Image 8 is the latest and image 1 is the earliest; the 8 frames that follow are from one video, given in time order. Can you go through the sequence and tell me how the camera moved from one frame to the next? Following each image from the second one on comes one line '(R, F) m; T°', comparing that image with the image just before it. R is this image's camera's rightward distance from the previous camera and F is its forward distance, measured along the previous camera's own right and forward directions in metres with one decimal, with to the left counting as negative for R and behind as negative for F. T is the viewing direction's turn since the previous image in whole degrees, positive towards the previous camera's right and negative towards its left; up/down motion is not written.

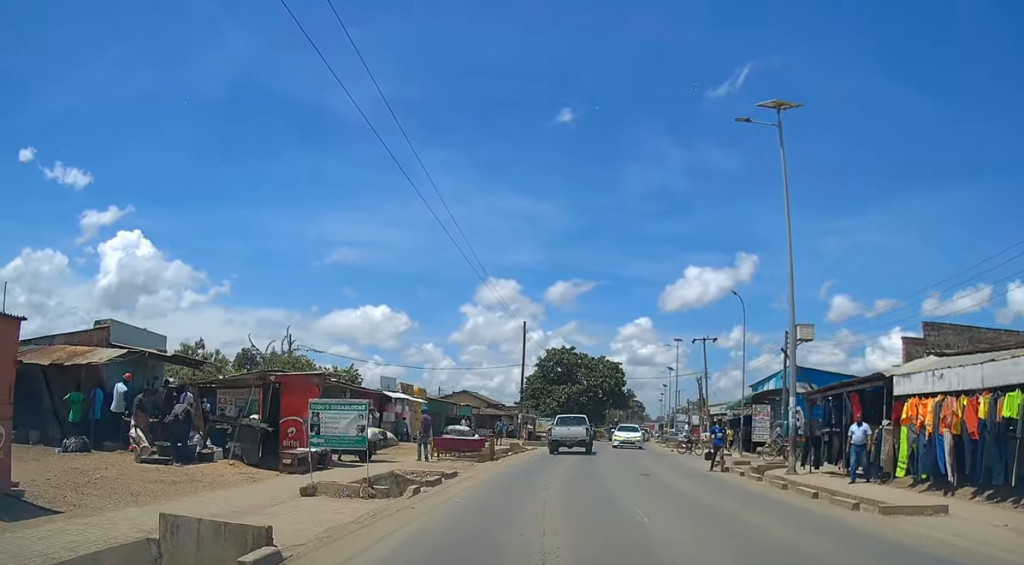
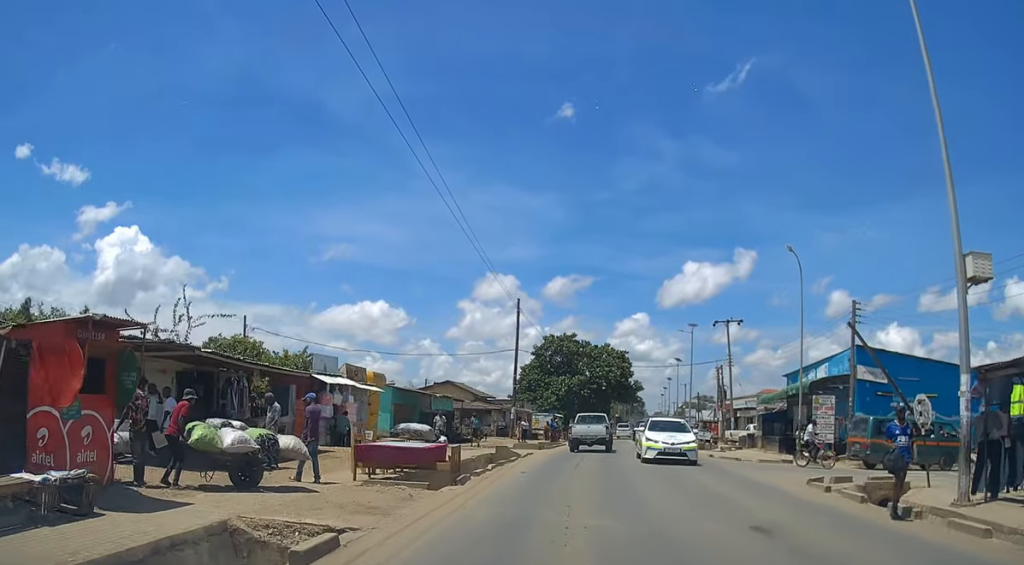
(+0.1, +9.6) m; +2°
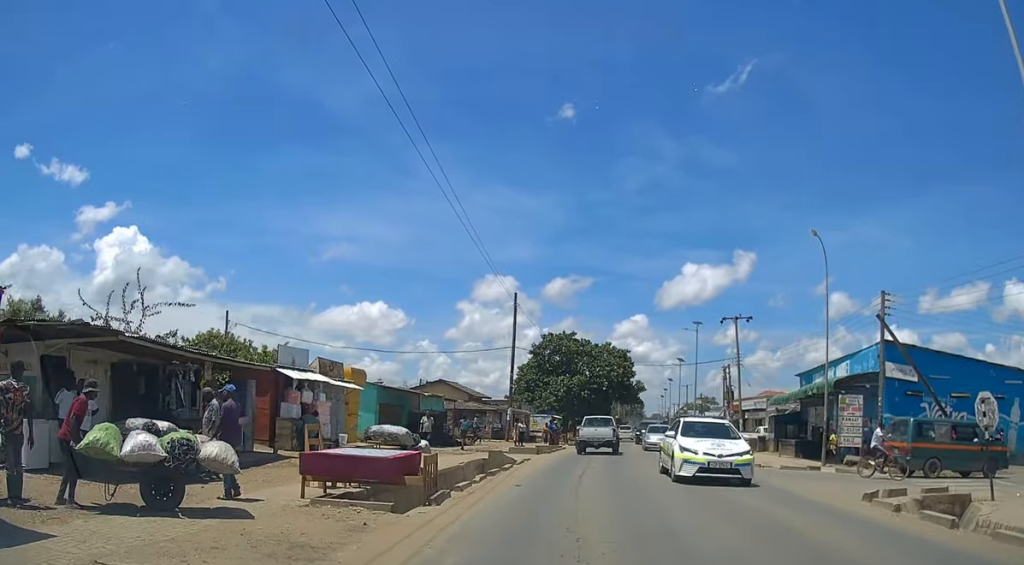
(0.0, +3.0) m; 0°
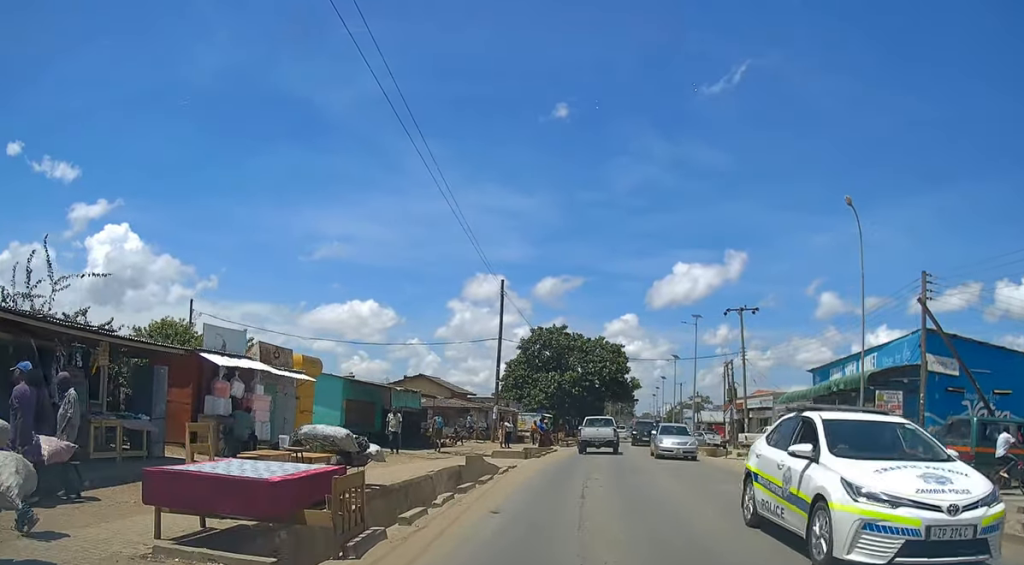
(0.0, +4.1) m; +1°
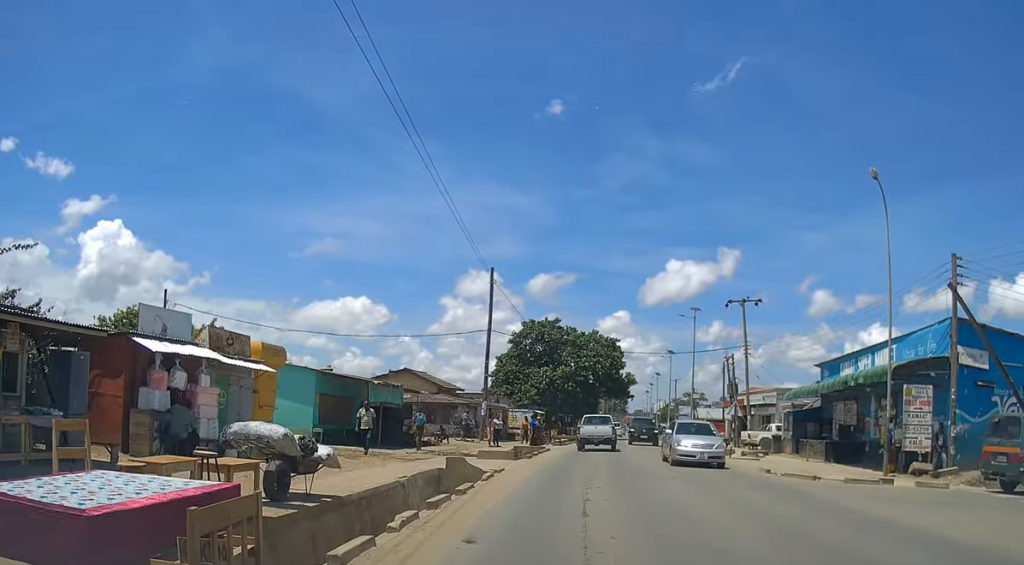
(0.0, +2.4) m; +1°
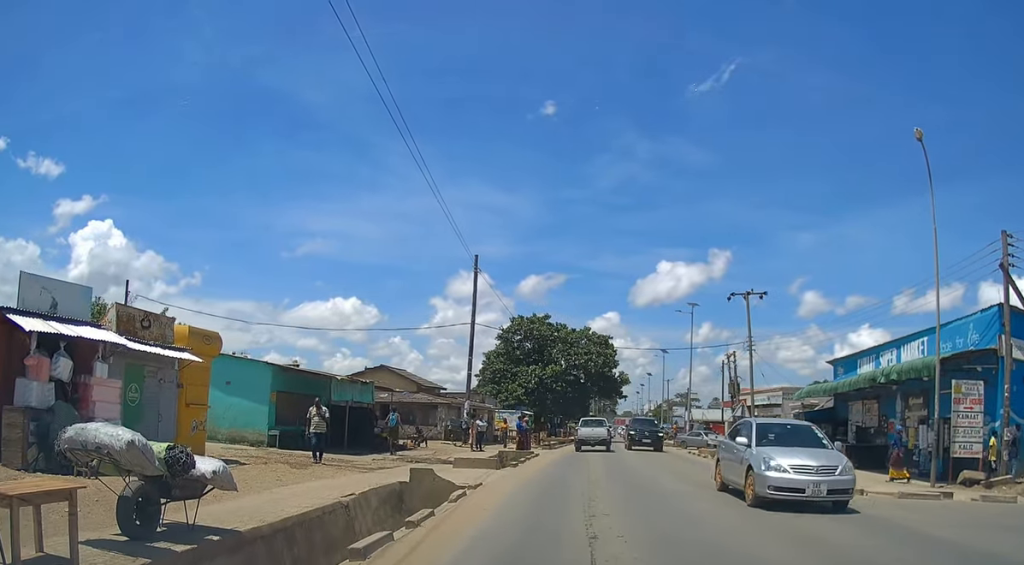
(+0.1, +3.6) m; +6°
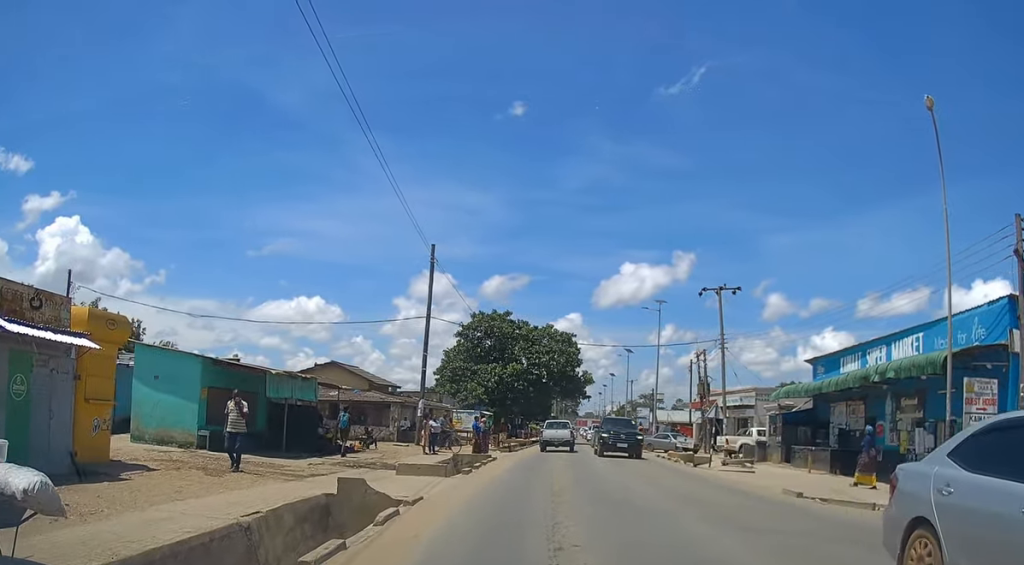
(+0.2, +2.4) m; +10°
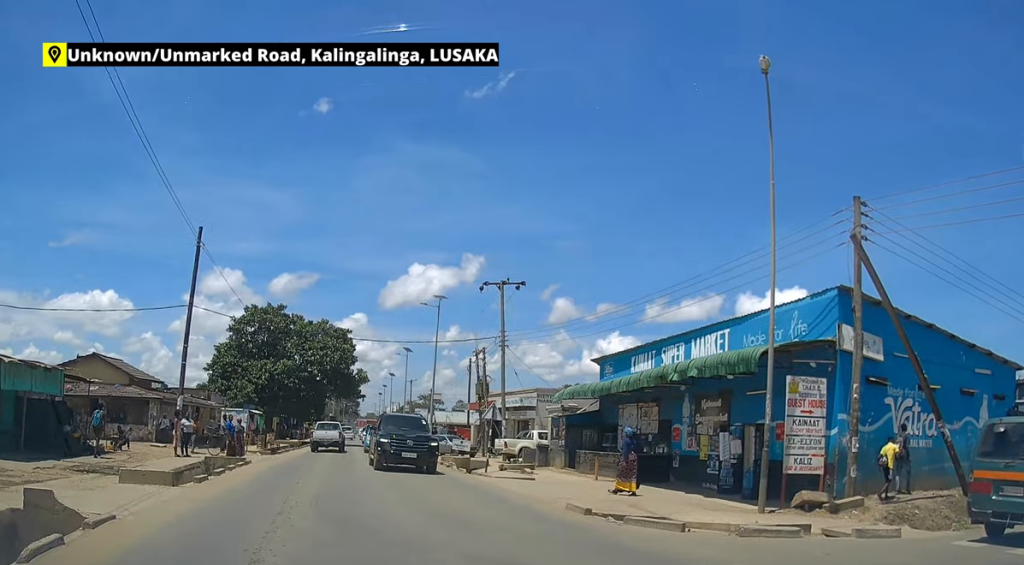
(+0.3, +2.6) m; +25°
